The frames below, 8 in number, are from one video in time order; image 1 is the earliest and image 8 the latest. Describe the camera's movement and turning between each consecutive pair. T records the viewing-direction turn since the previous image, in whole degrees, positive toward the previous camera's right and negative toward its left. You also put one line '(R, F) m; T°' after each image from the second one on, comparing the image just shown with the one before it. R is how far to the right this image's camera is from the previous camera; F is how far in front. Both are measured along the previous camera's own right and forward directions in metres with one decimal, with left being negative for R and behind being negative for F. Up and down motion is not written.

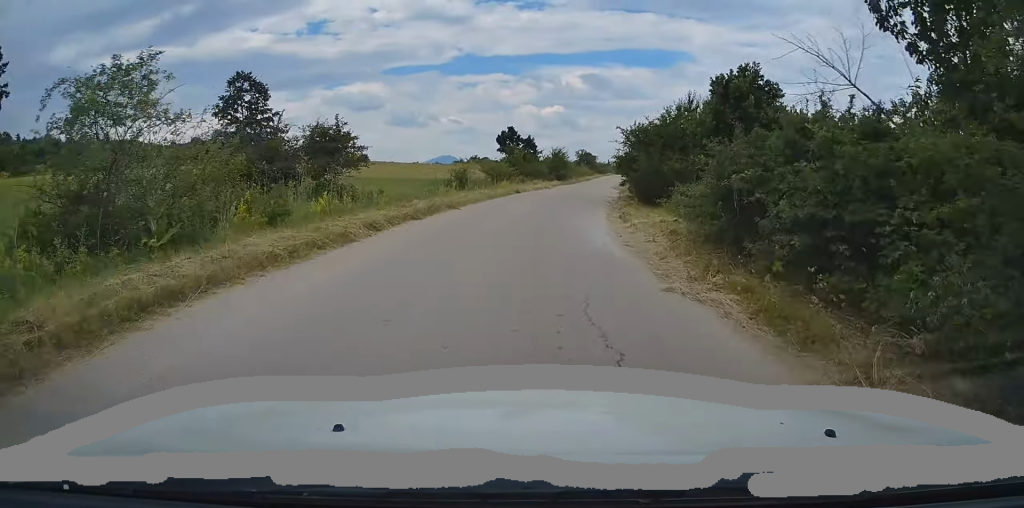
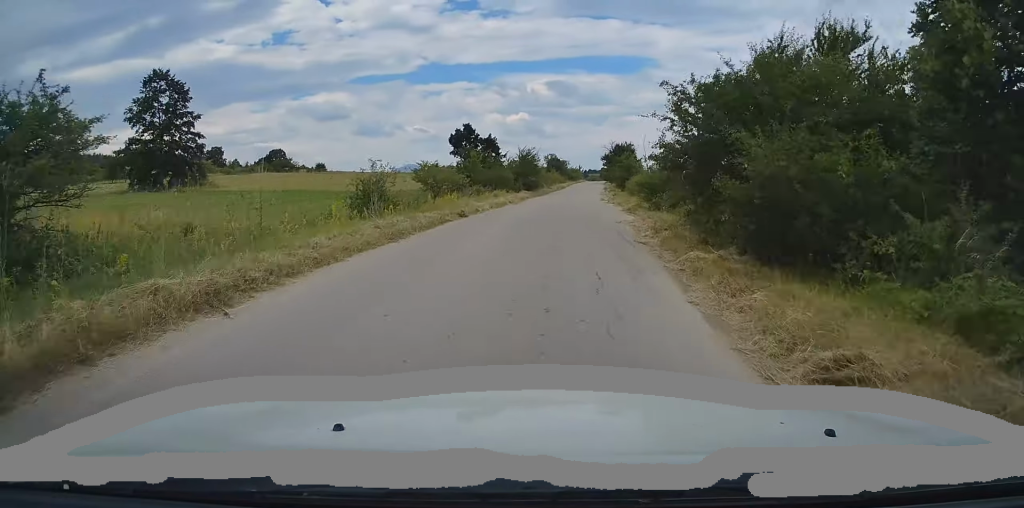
(+0.2, +13.0) m; +2°
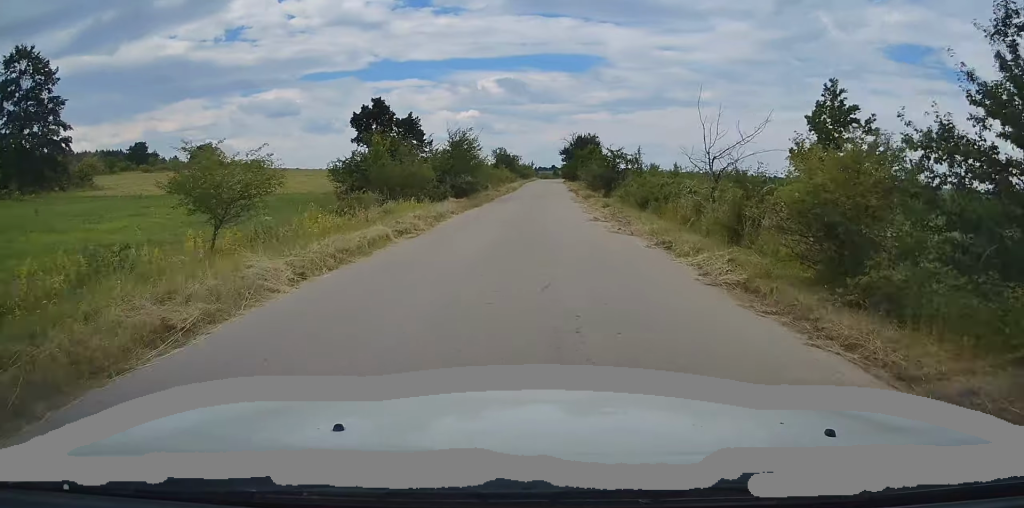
(+0.5, +16.5) m; +4°
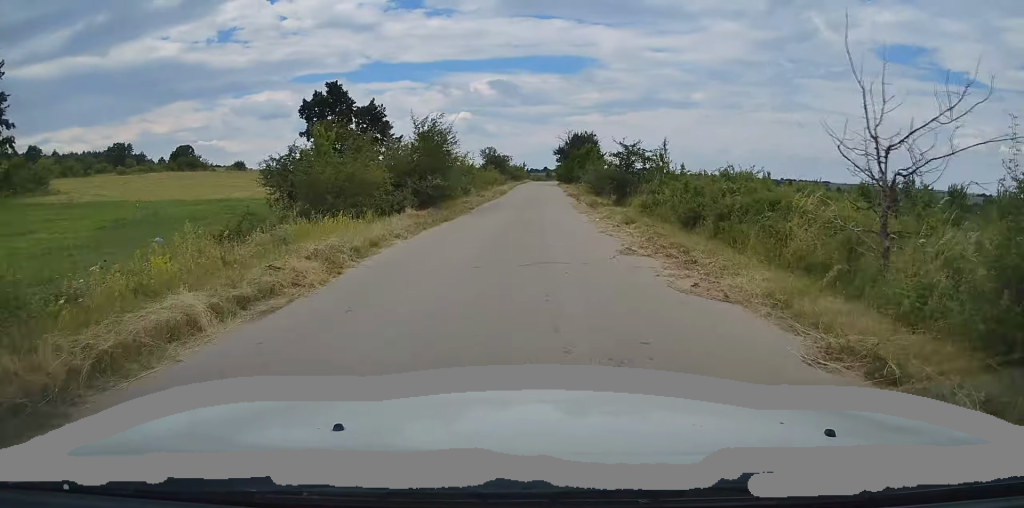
(+0.1, +7.1) m; +1°
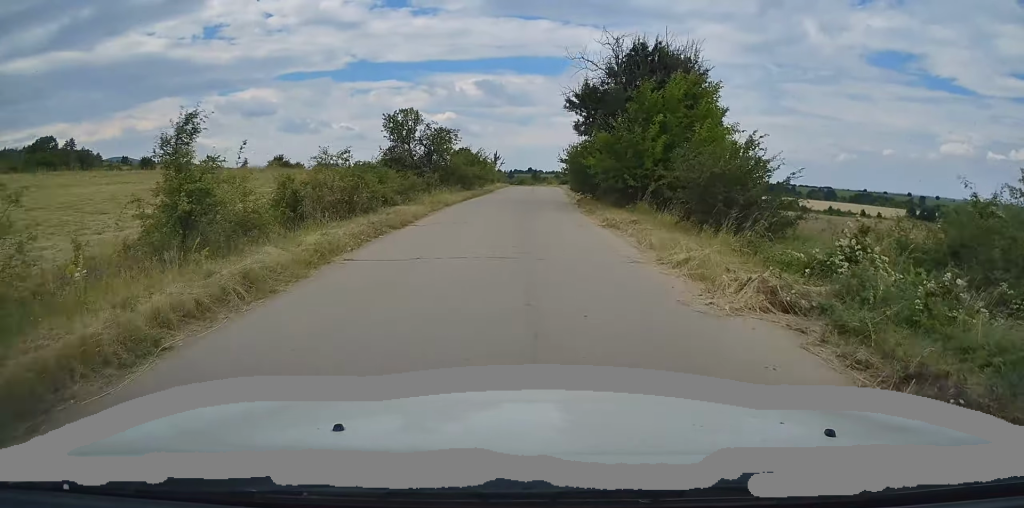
(+1.6, +52.4) m; +2°
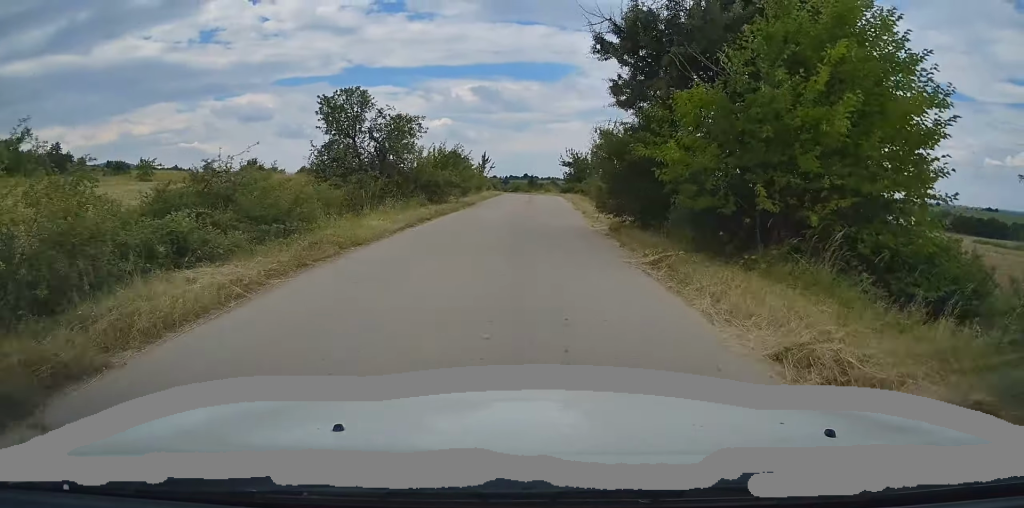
(-0.2, +11.7) m; 0°
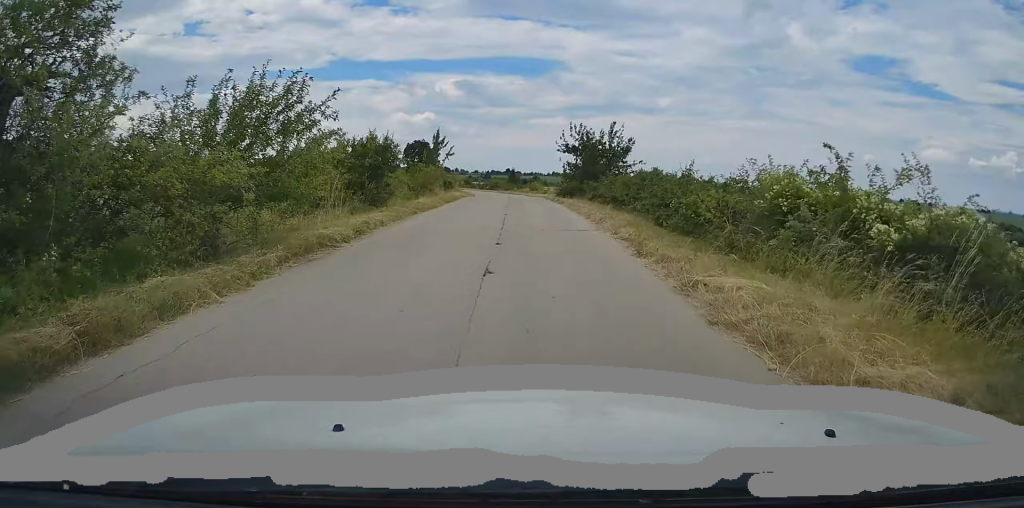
(+0.5, +21.1) m; +2°
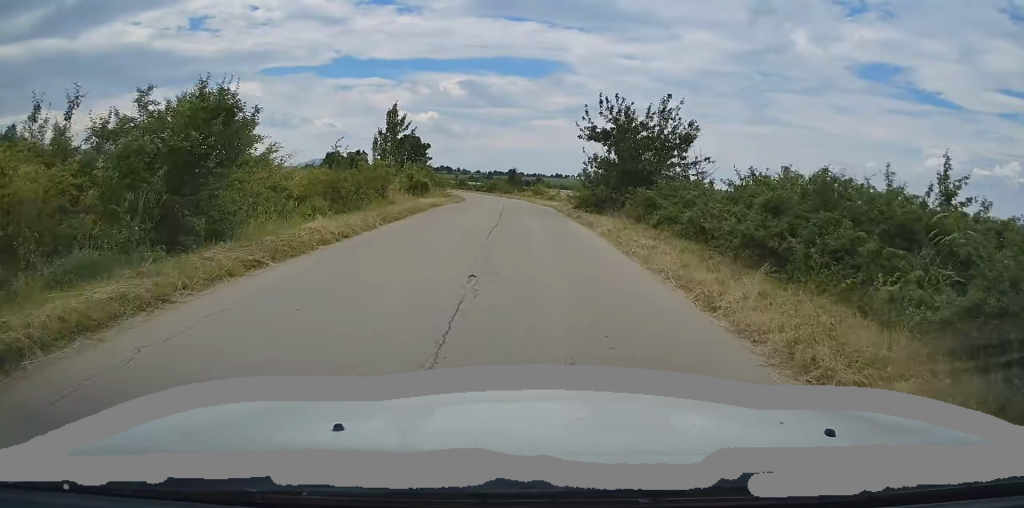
(0.0, +12.3) m; 0°
